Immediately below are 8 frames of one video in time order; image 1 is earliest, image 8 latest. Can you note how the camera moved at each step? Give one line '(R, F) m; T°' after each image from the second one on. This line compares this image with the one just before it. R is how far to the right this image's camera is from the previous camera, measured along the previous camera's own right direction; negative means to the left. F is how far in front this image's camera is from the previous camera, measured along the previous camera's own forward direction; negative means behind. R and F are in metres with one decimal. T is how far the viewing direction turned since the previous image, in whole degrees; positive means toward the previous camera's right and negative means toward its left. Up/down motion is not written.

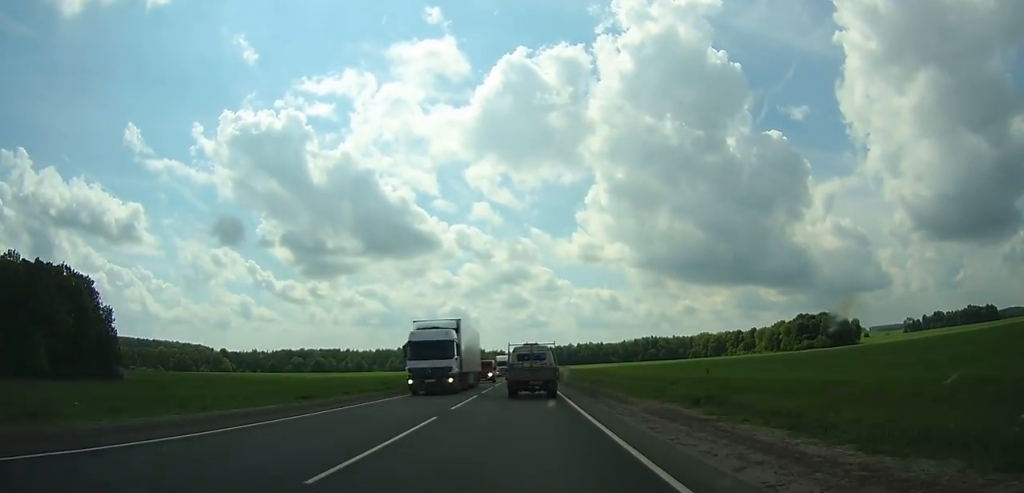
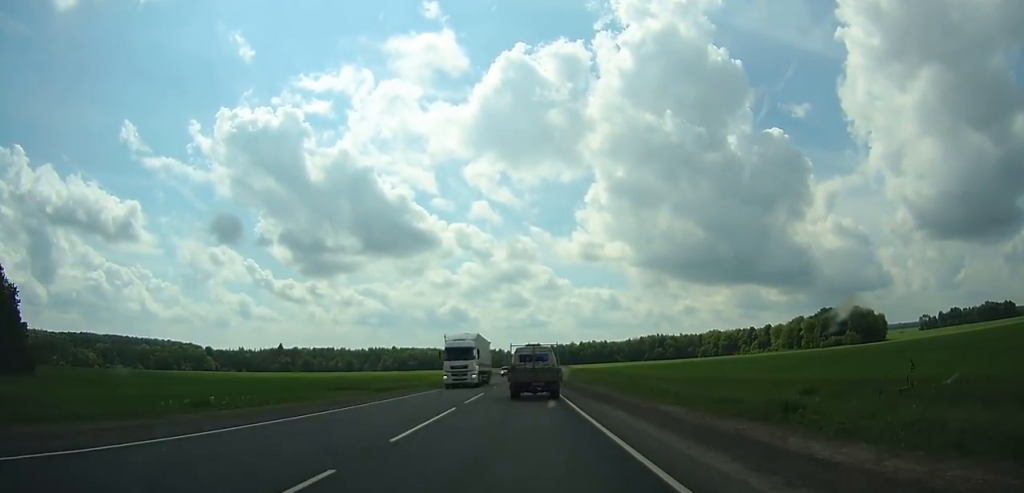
(-0.1, +32.6) m; 0°
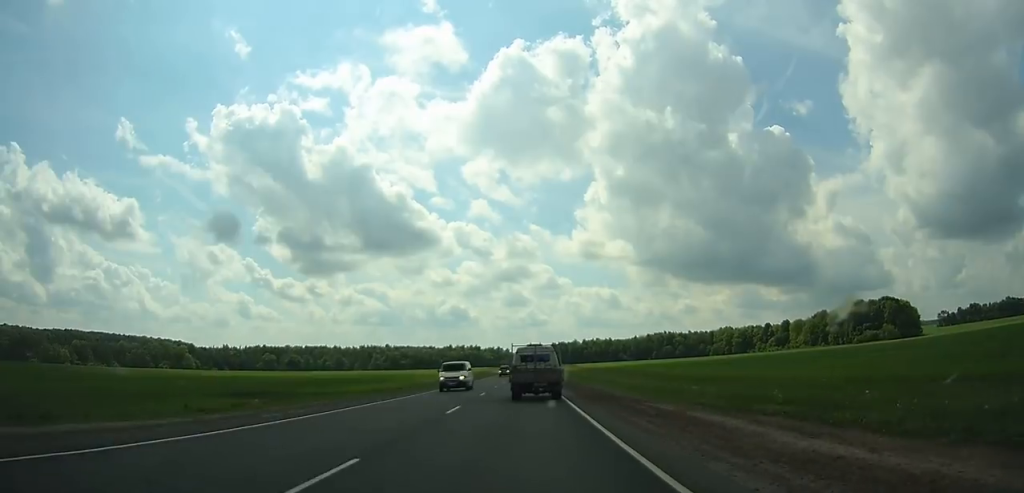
(0.0, +36.4) m; 0°
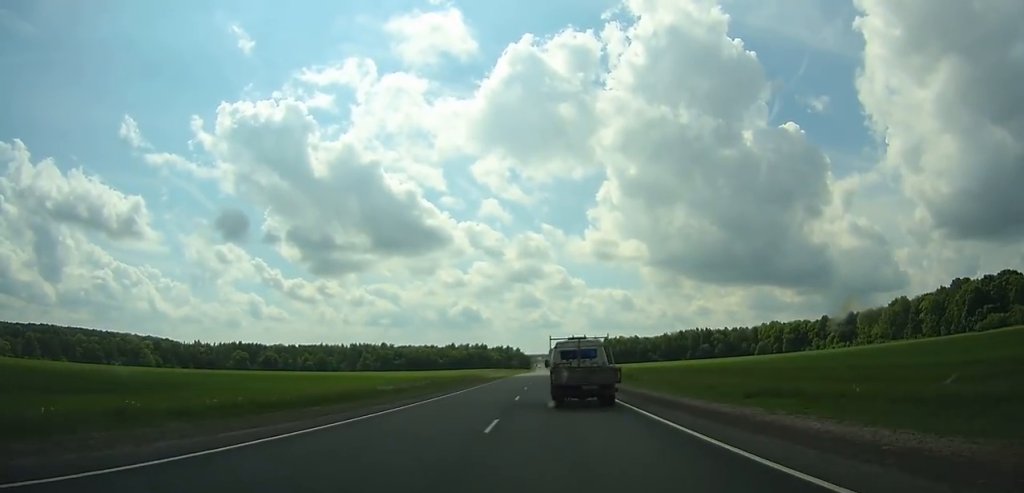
(-0.4, +78.0) m; 0°
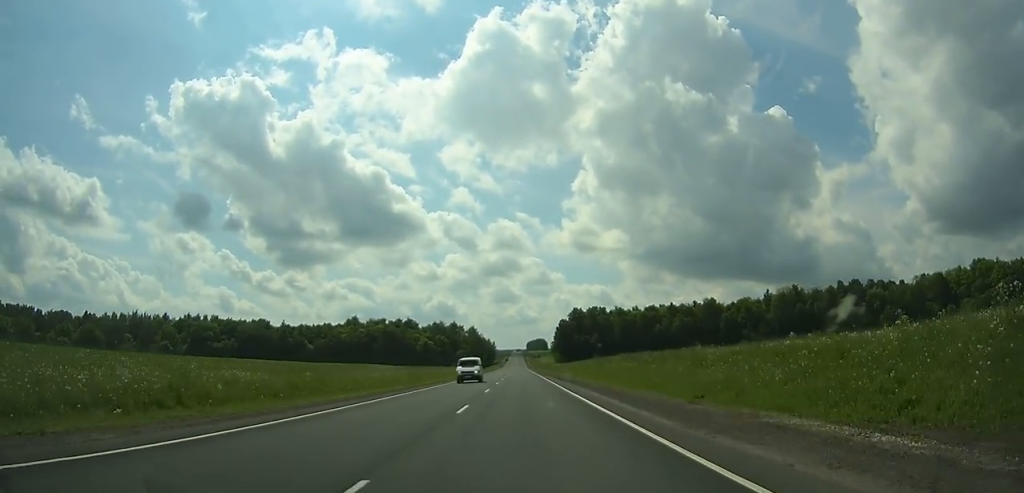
(+5.1, +231.1) m; +2°
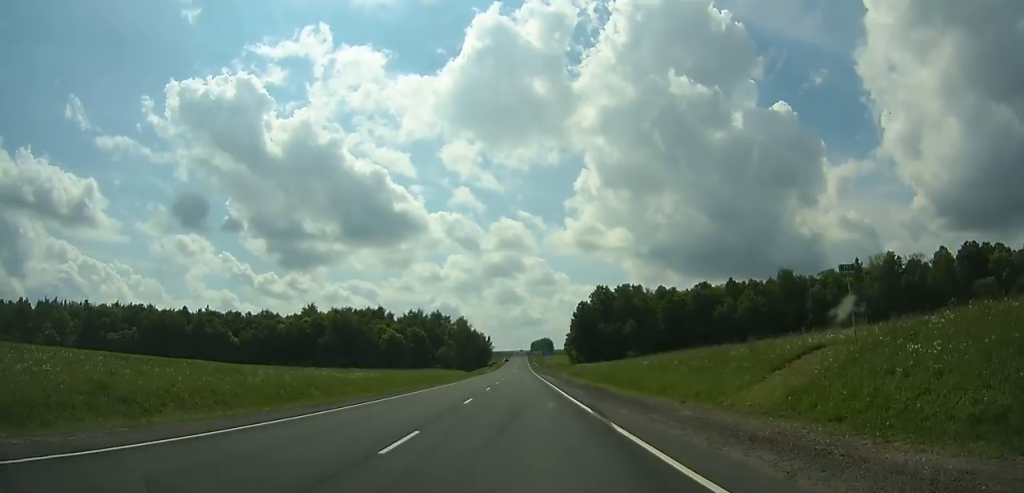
(-0.3, +66.7) m; 0°
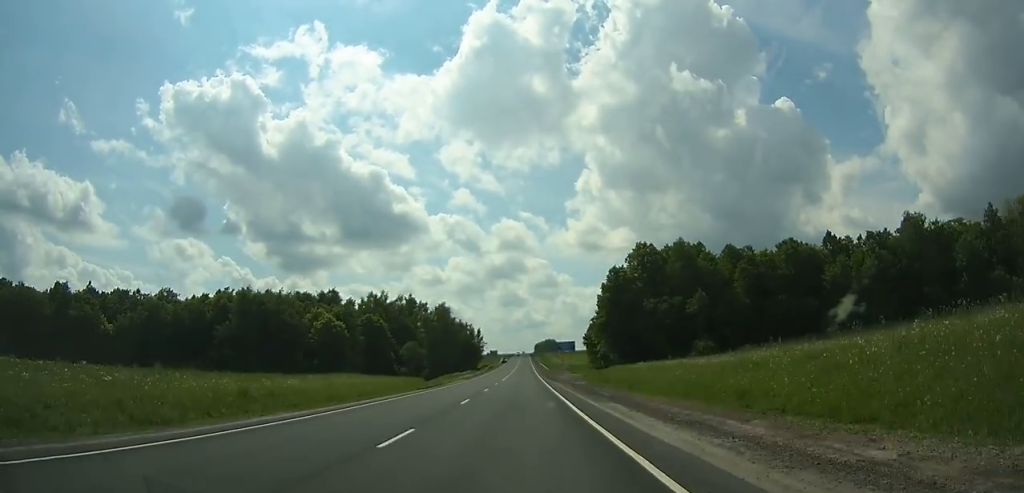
(-0.2, +59.6) m; 0°
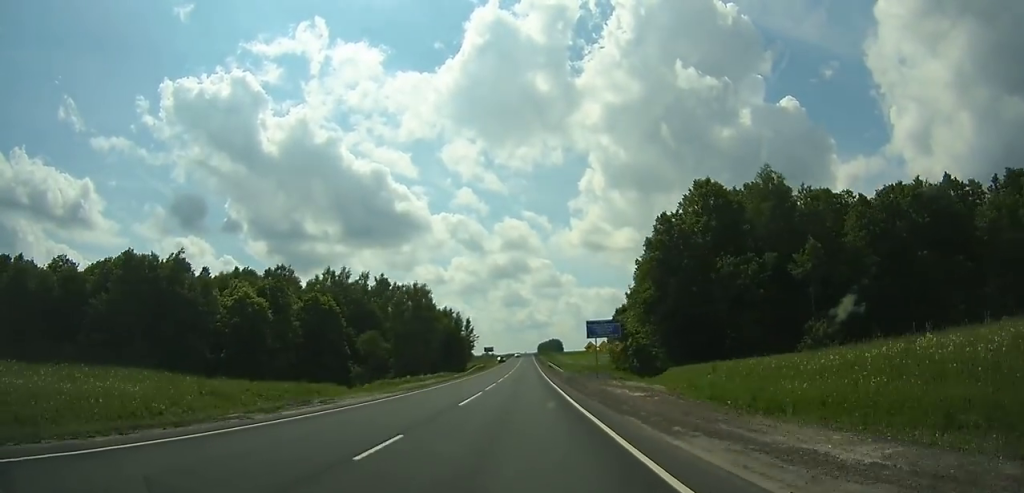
(0.0, +37.6) m; 0°
